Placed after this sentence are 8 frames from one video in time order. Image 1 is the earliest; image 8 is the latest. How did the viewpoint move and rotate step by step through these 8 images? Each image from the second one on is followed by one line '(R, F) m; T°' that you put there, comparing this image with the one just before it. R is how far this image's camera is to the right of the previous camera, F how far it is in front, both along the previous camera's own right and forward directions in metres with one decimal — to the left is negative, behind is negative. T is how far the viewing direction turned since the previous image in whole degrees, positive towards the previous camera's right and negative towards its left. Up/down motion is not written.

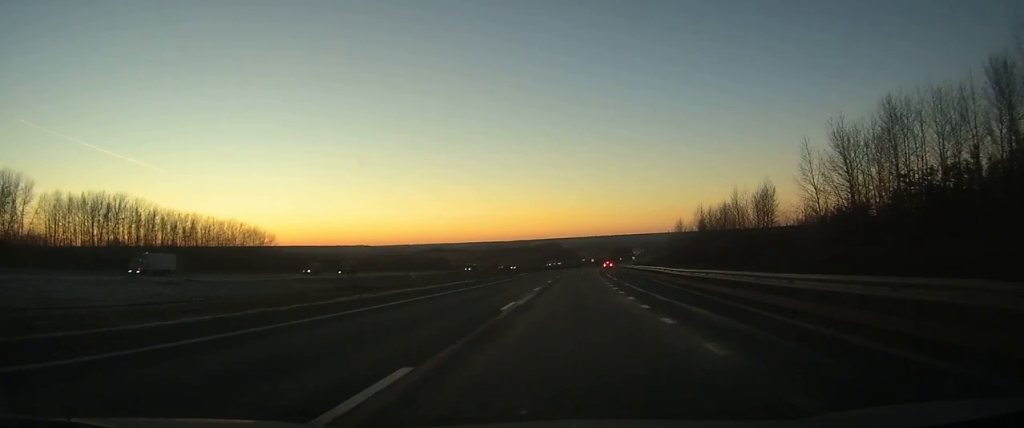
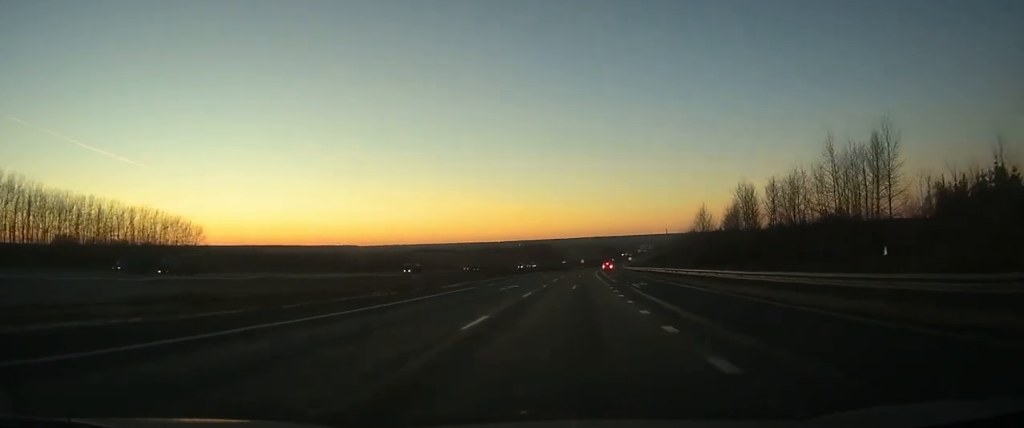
(+0.4, +40.9) m; +1°
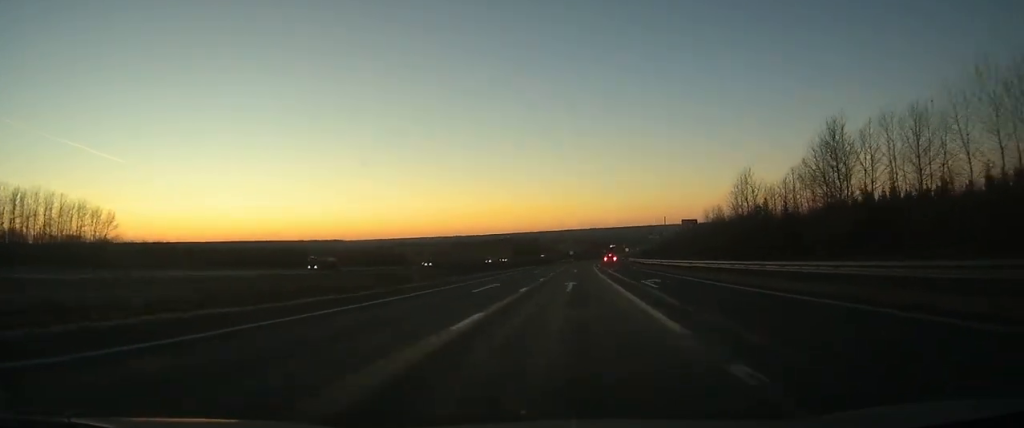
(+0.2, +36.9) m; +1°
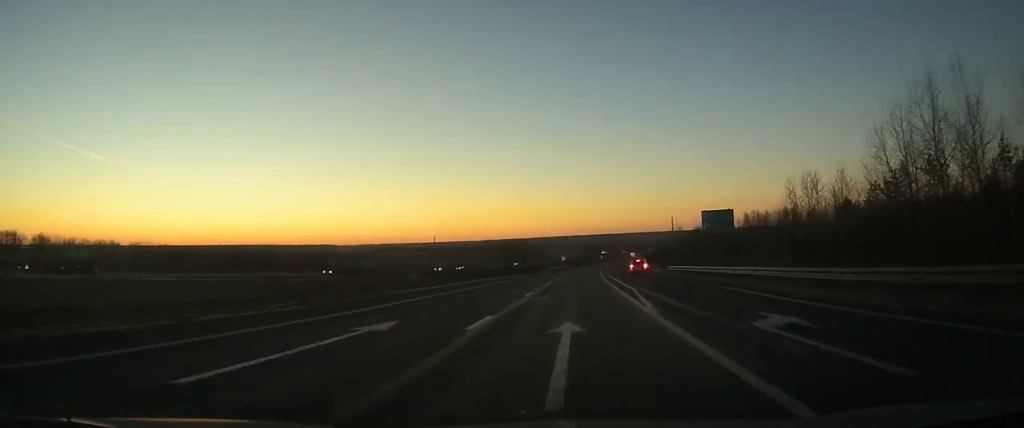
(+0.4, +47.2) m; +1°
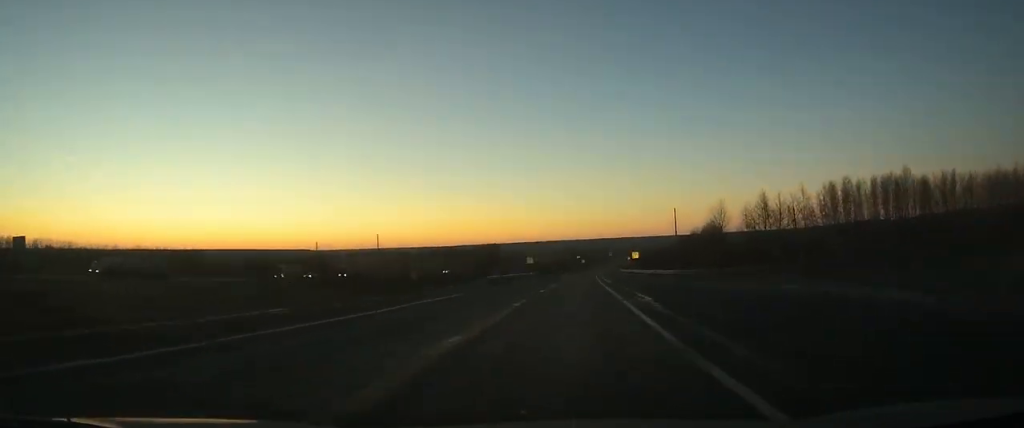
(+0.9, +63.2) m; +2°
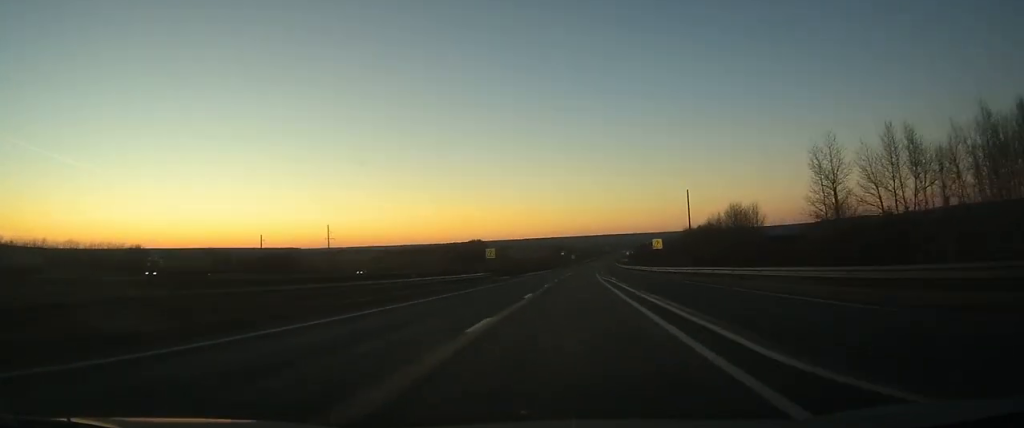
(+0.6, +44.5) m; +1°
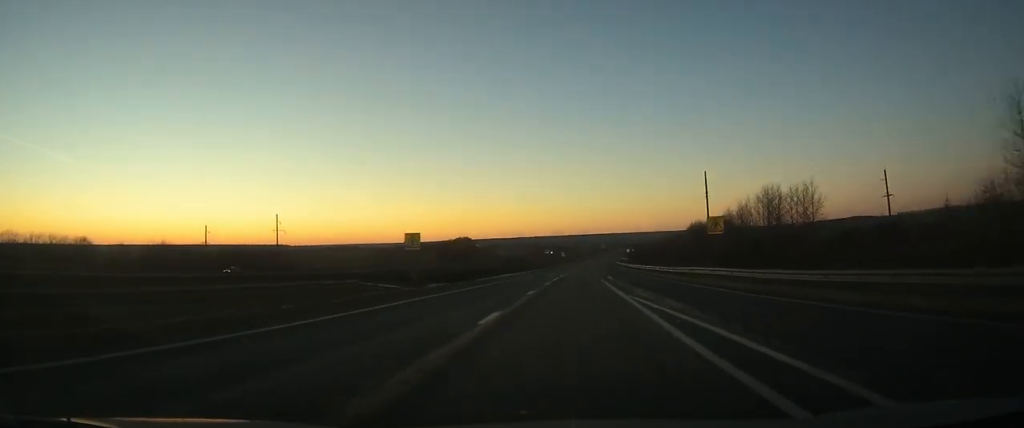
(+0.4, +34.2) m; +1°
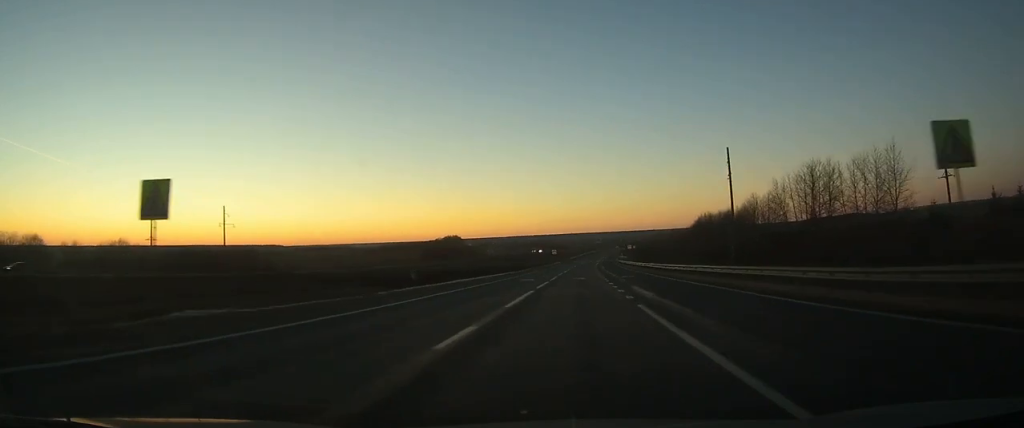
(+0.1, +27.1) m; +1°
